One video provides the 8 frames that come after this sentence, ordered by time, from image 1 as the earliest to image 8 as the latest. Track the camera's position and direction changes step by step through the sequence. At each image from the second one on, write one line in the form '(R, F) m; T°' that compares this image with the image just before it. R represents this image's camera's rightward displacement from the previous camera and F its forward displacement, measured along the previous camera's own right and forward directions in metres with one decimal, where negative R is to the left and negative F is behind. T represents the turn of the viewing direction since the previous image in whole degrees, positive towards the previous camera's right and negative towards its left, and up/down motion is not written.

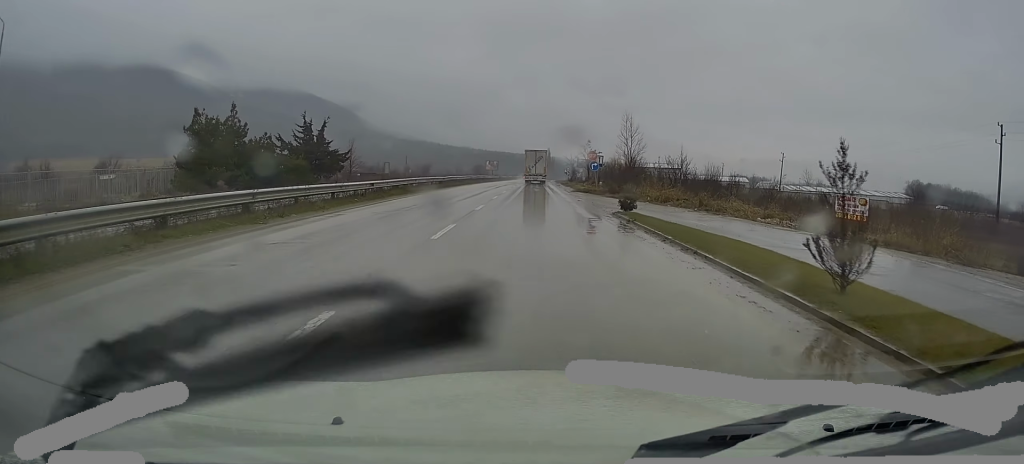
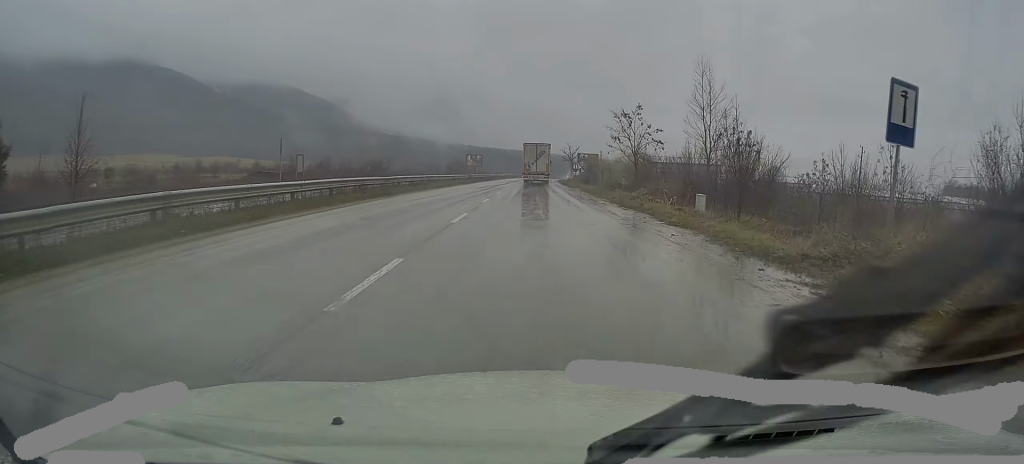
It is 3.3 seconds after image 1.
(+0.2, +41.8) m; 0°
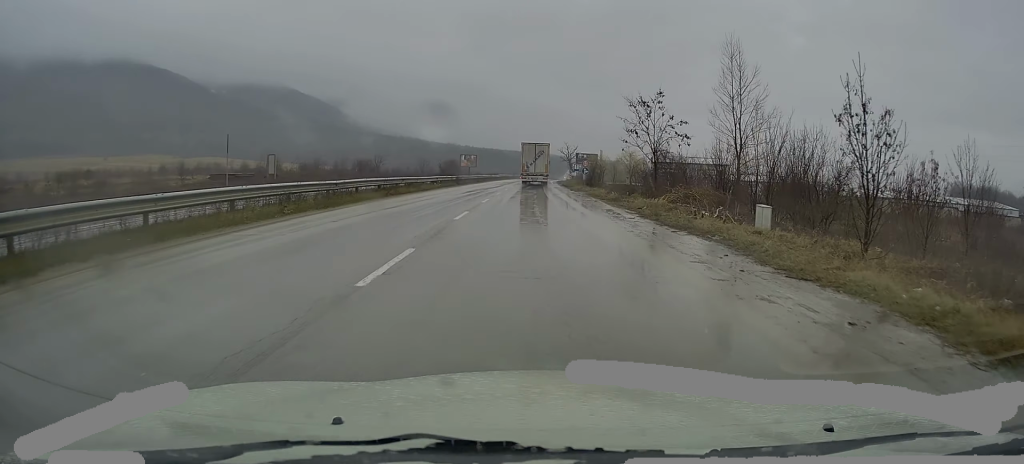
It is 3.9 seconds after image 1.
(-0.1, +7.8) m; 0°
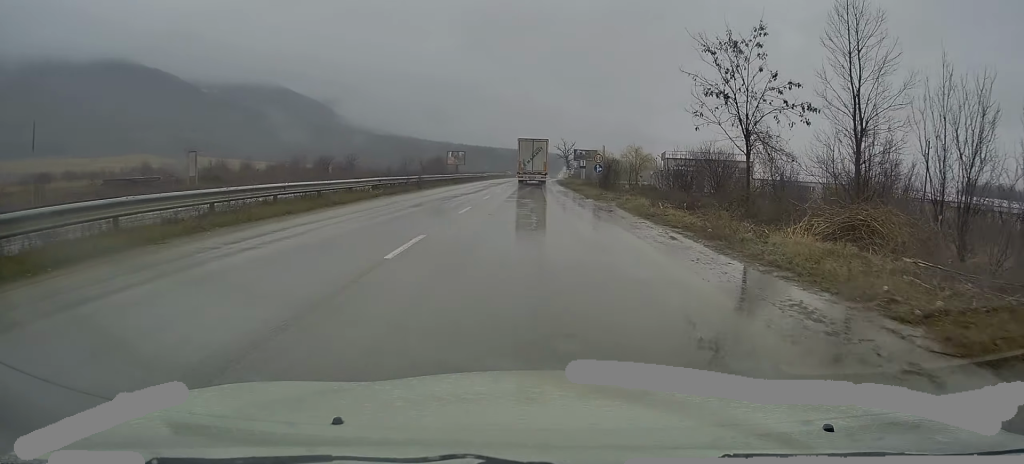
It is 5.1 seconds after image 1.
(+0.4, +16.0) m; +2°
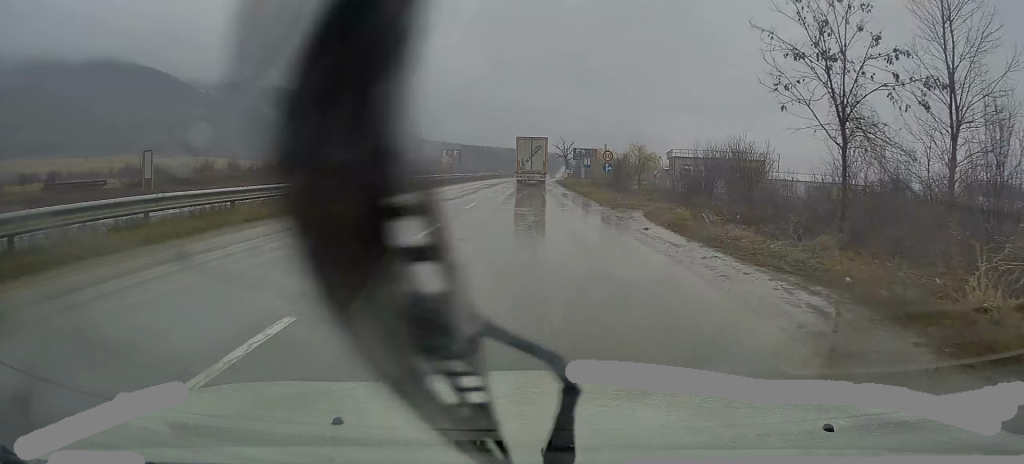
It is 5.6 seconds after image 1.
(0.0, +6.5) m; 0°
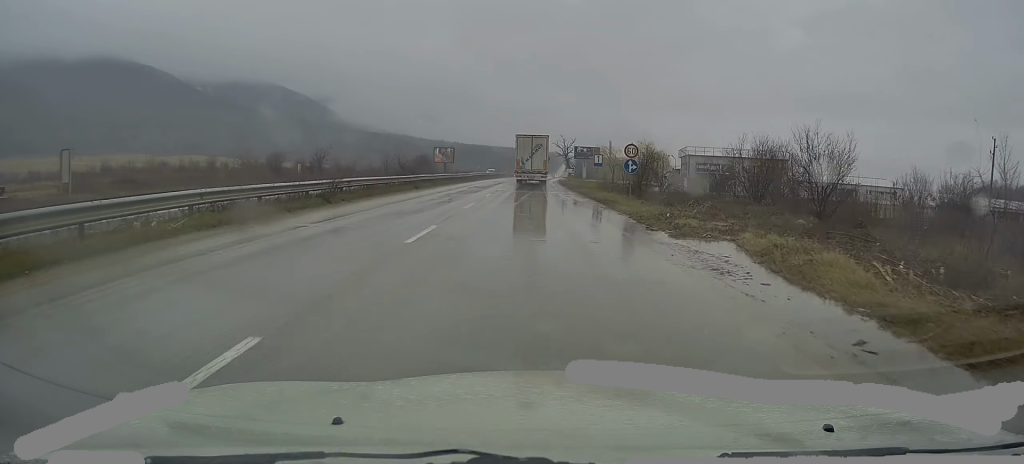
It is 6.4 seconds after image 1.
(0.0, +9.7) m; -1°
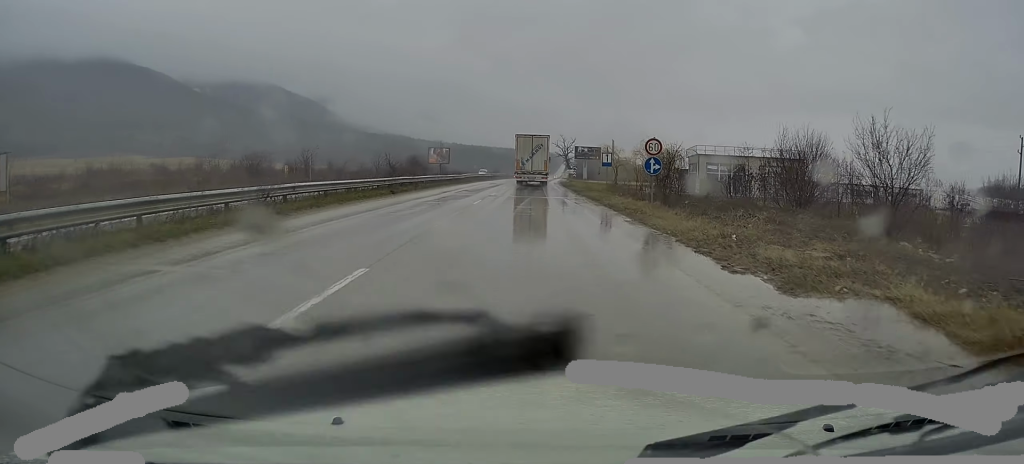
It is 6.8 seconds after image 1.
(0.0, +5.7) m; 0°
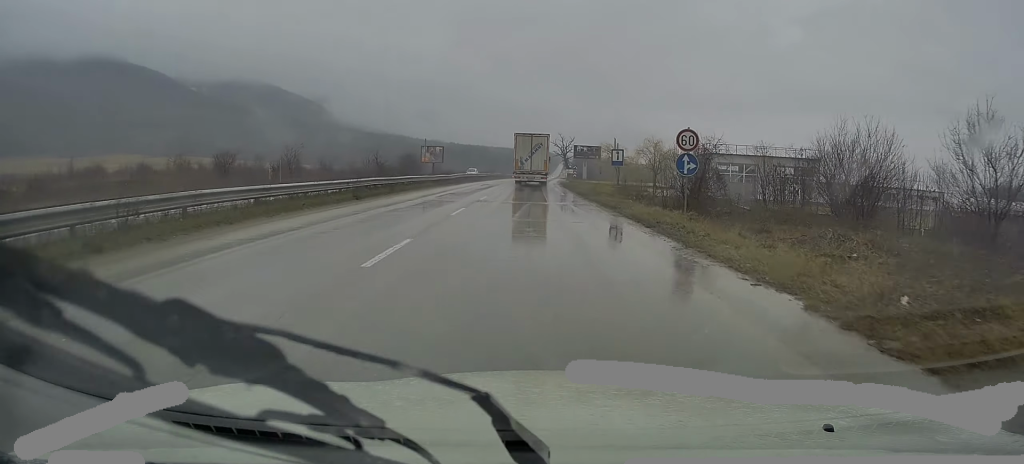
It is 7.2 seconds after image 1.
(0.0, +5.8) m; 0°
